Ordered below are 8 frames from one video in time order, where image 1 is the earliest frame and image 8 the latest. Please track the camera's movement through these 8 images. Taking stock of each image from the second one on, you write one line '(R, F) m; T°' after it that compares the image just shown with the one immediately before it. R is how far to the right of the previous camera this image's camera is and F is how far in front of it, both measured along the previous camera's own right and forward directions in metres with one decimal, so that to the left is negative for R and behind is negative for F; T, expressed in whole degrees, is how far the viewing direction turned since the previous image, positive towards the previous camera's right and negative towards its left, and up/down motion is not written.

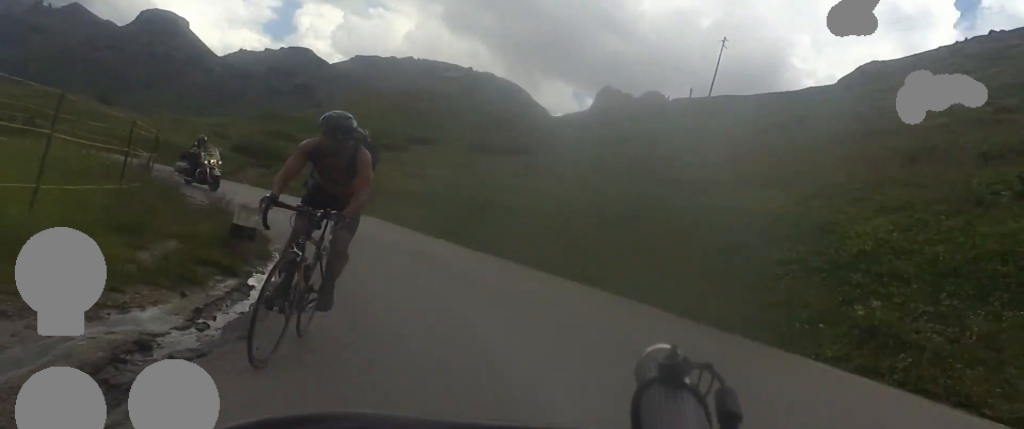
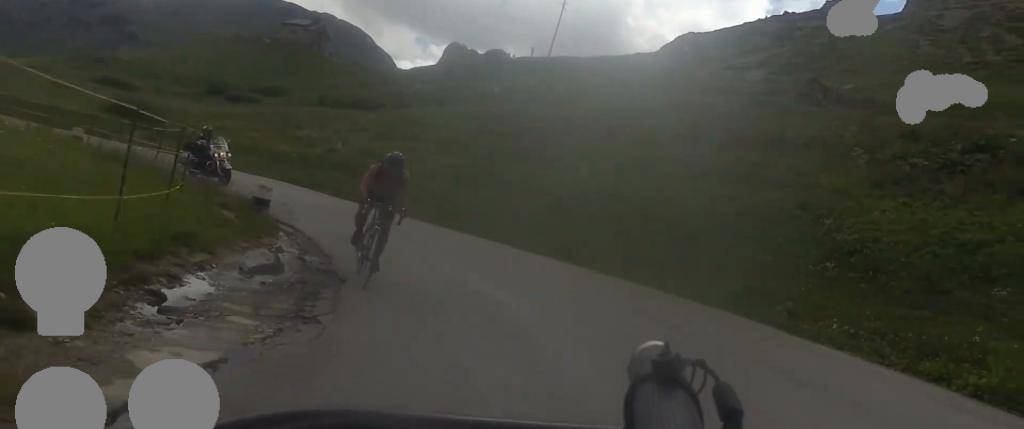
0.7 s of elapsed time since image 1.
(+1.3, +5.0) m; +12°
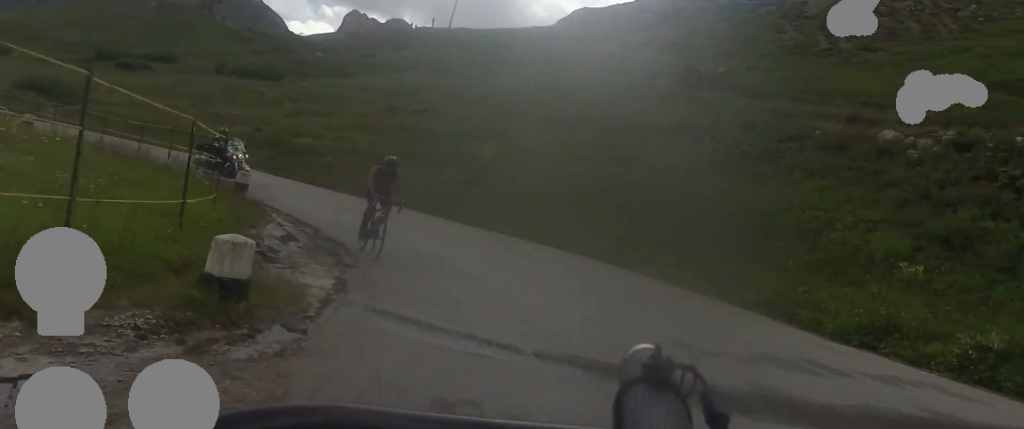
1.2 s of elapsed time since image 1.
(+0.2, +3.5) m; +8°
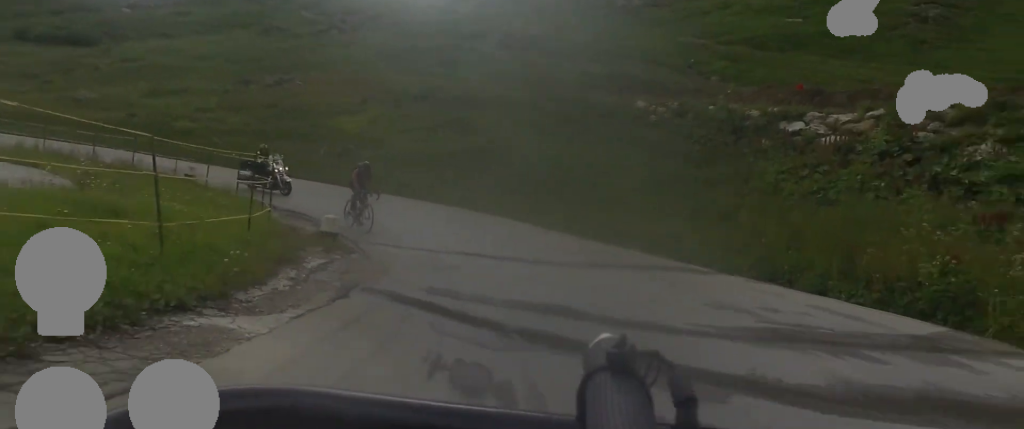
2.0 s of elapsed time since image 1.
(+0.1, +6.5) m; +13°
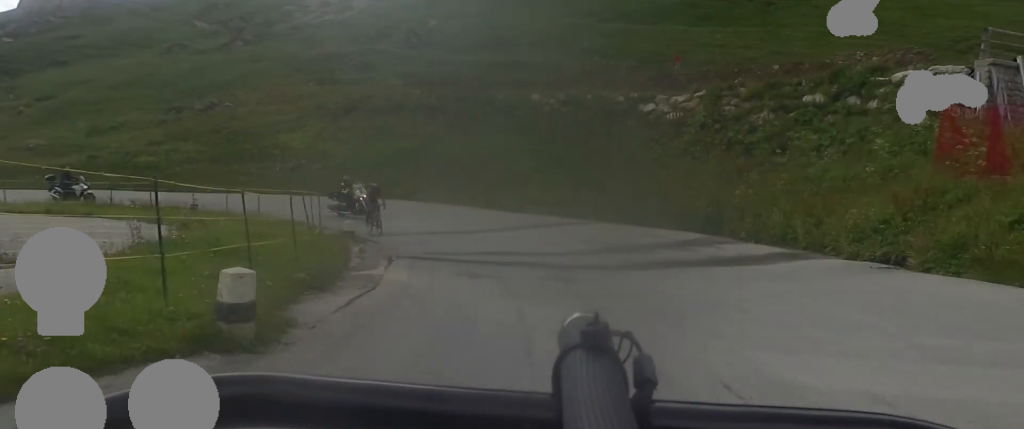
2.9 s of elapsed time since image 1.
(+1.7, +6.2) m; +9°
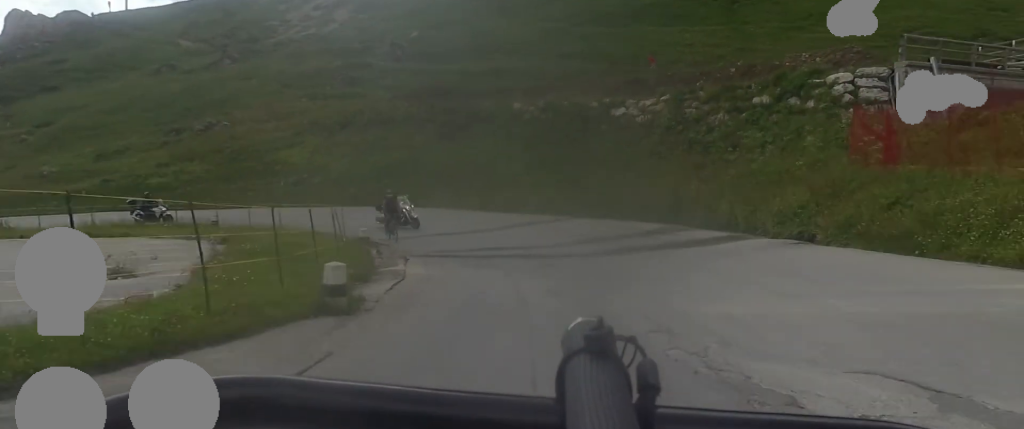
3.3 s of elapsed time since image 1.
(-0.3, +2.8) m; -3°
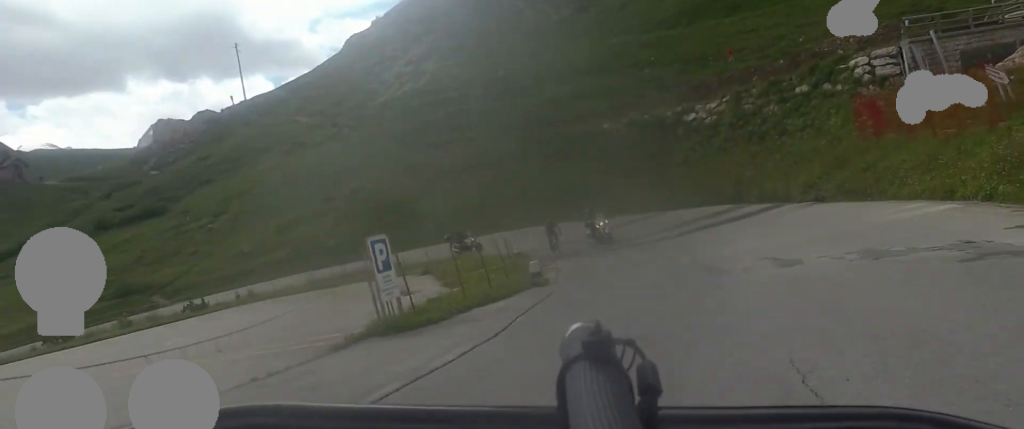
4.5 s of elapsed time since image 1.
(-0.6, +8.1) m; -10°
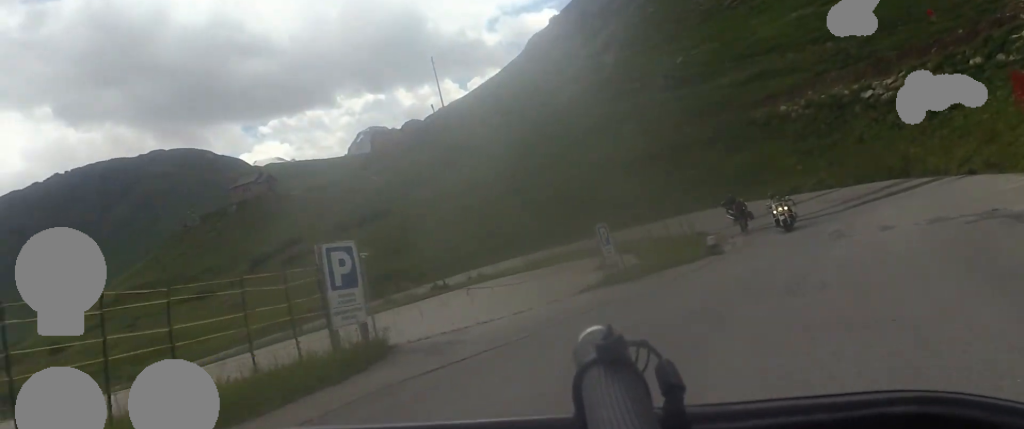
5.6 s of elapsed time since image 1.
(-0.7, +6.3) m; -12°
